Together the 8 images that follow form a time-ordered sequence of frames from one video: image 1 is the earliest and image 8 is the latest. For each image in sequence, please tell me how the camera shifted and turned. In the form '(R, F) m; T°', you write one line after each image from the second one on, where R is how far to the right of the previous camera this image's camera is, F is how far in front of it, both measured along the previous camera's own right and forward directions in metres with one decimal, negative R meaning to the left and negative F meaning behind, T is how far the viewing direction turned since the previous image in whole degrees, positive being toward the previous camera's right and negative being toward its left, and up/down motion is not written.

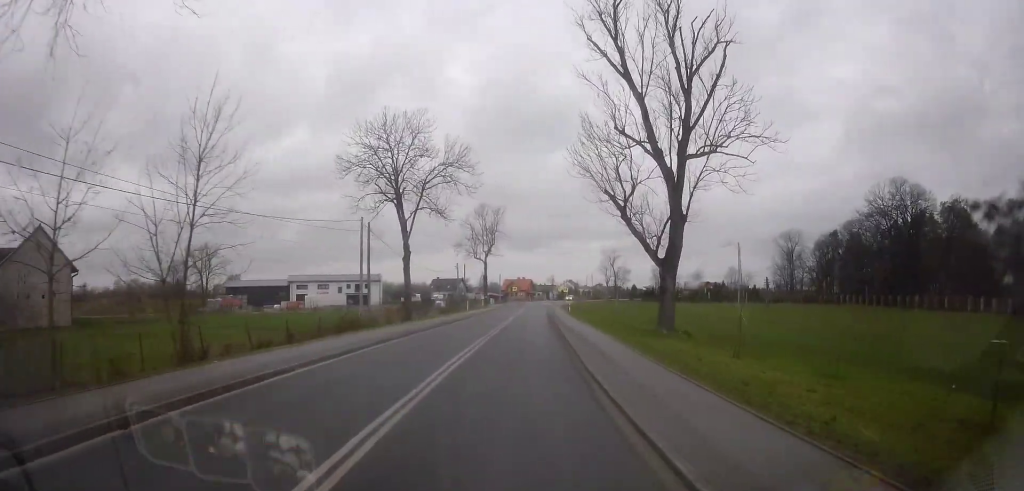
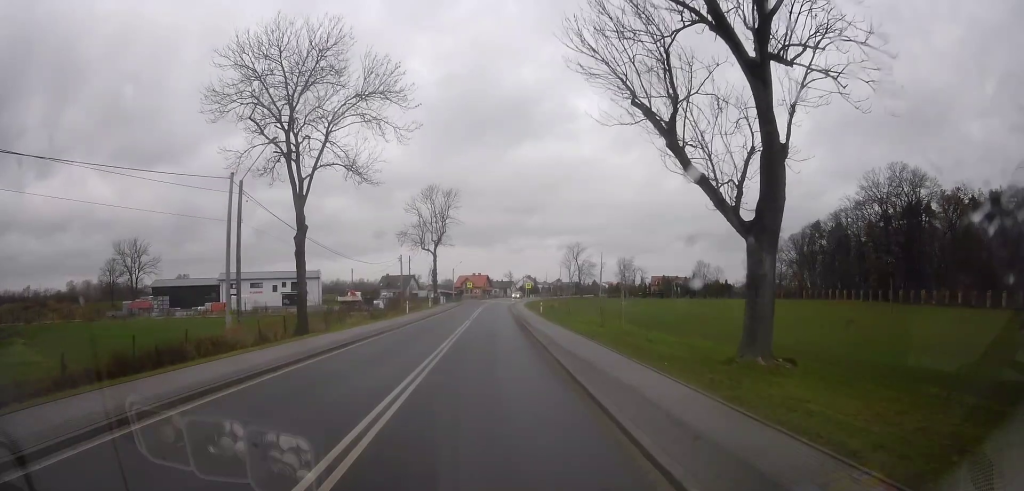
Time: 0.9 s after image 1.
(+1.0, +14.6) m; +6°
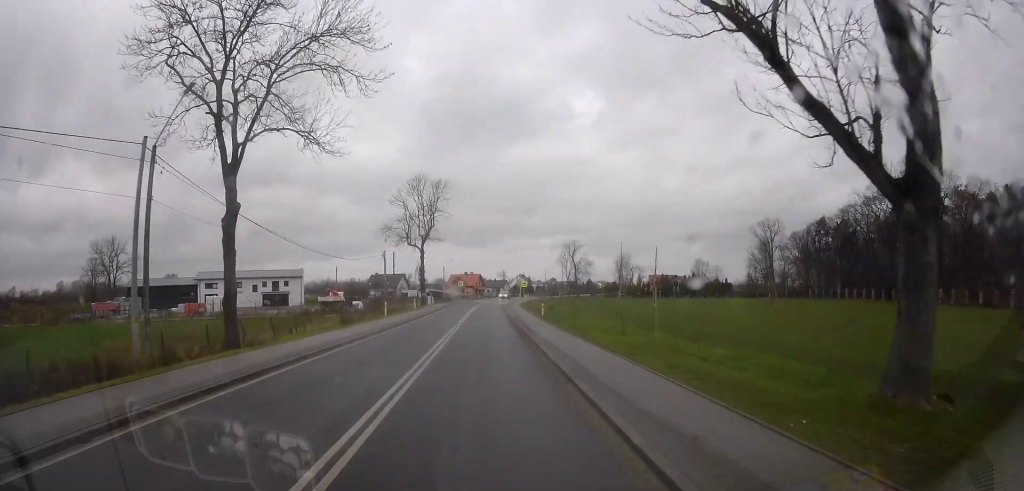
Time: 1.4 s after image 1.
(-0.3, +6.4) m; +2°
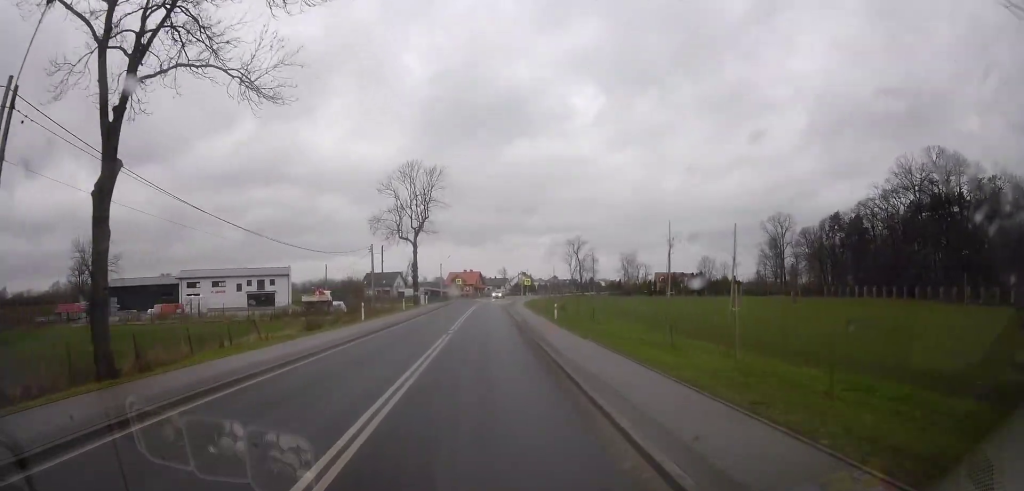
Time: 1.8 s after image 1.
(+0.5, +7.3) m; +1°
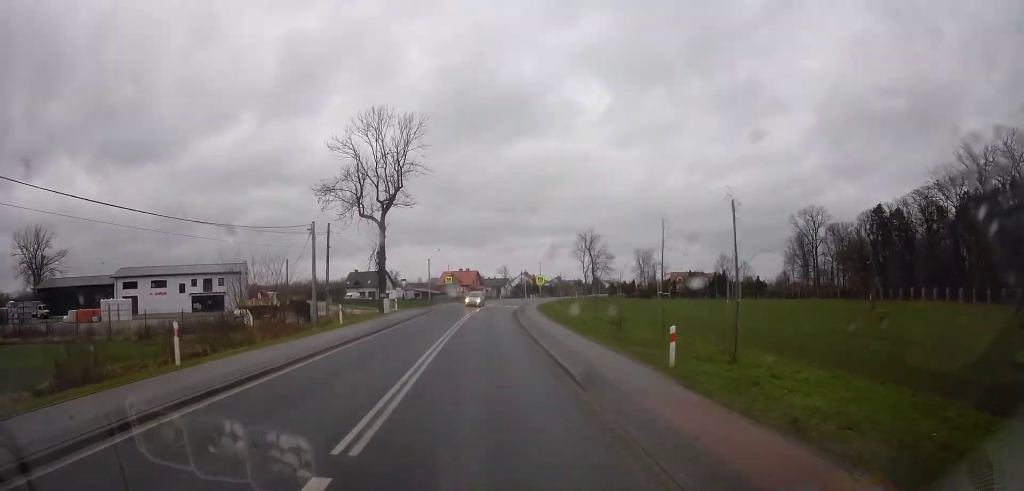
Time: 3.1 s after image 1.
(+0.3, +18.9) m; +1°
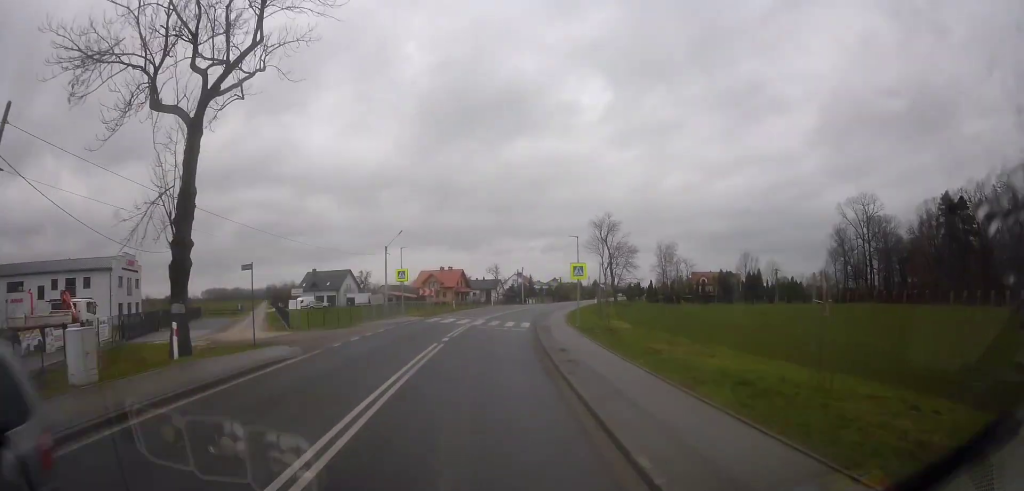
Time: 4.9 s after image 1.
(0.0, +29.1) m; 0°
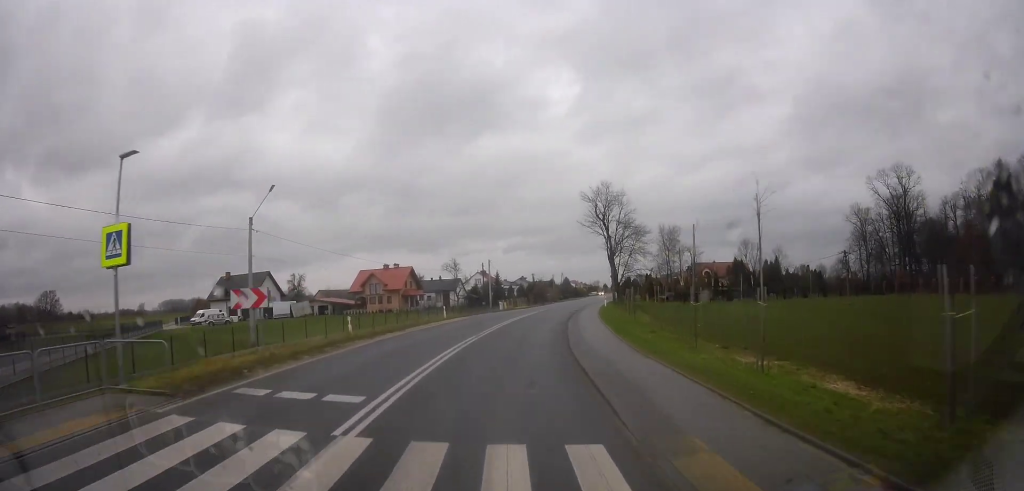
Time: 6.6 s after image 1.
(+0.7, +28.2) m; +3°
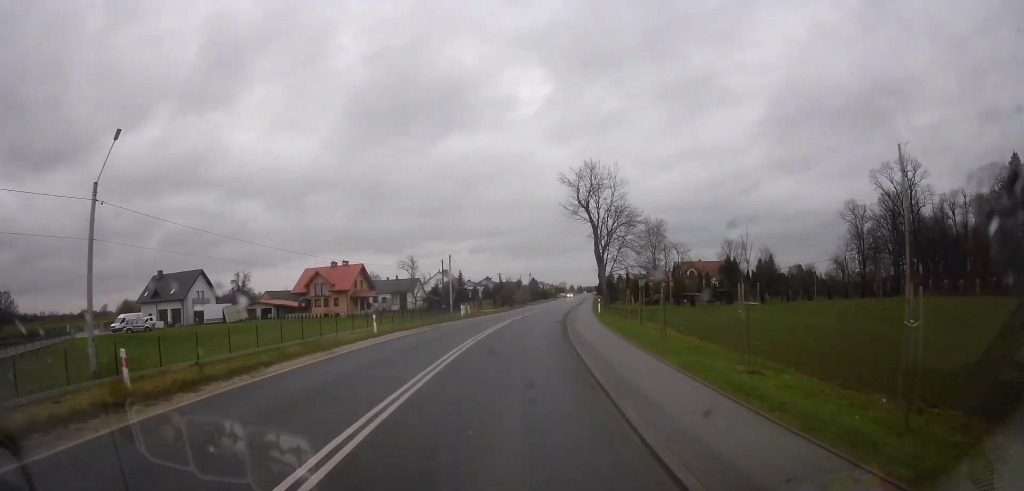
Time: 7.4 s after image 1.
(0.0, +13.1) m; +1°
